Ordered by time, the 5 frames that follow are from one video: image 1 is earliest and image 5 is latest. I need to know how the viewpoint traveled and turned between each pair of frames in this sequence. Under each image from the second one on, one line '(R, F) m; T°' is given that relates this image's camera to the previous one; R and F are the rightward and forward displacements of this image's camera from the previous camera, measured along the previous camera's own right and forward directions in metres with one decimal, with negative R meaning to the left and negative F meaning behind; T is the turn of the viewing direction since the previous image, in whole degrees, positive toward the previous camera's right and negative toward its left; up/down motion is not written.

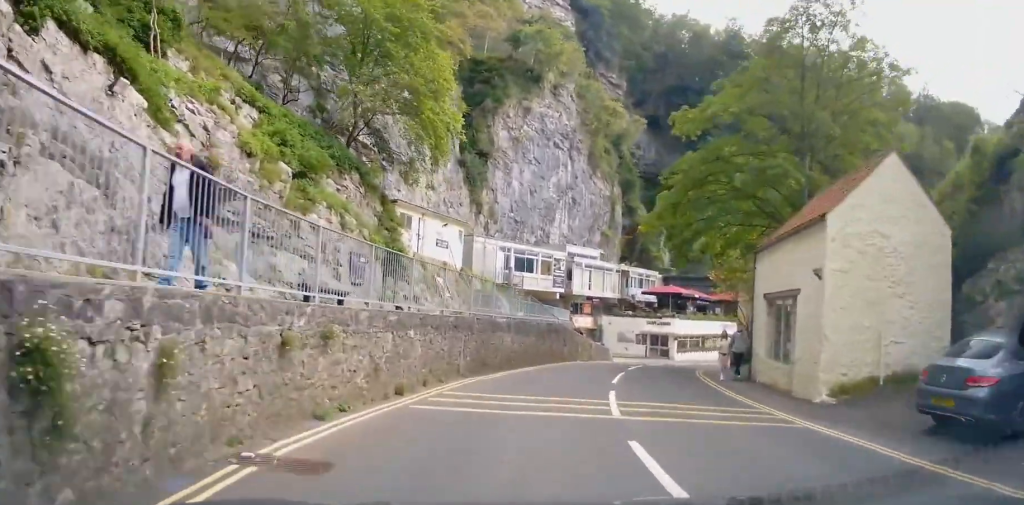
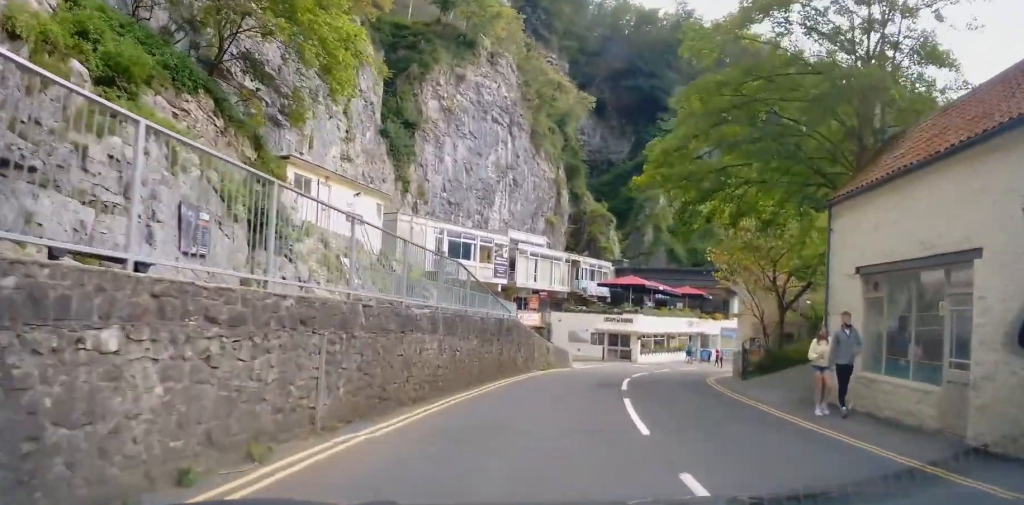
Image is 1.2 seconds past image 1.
(+0.2, +8.1) m; +5°
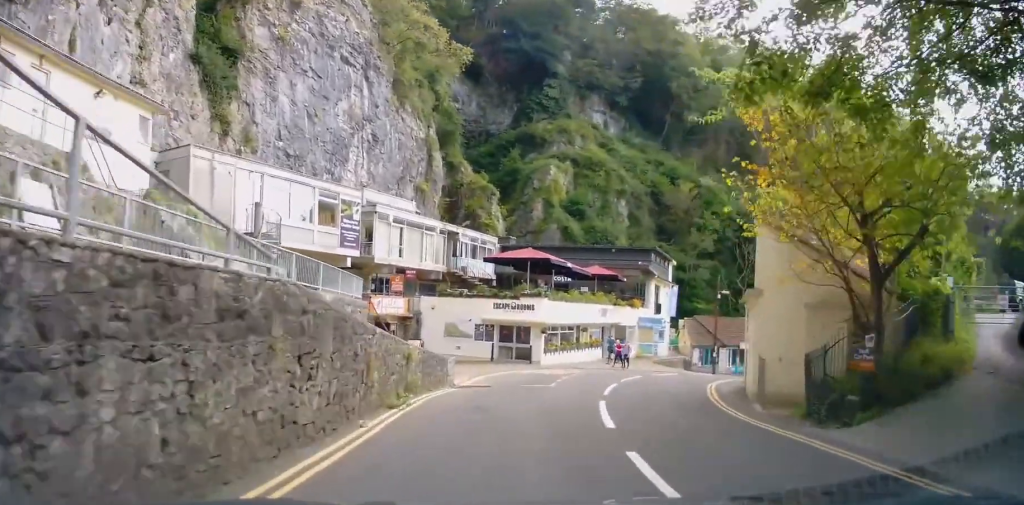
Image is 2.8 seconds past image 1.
(+1.0, +11.7) m; +10°
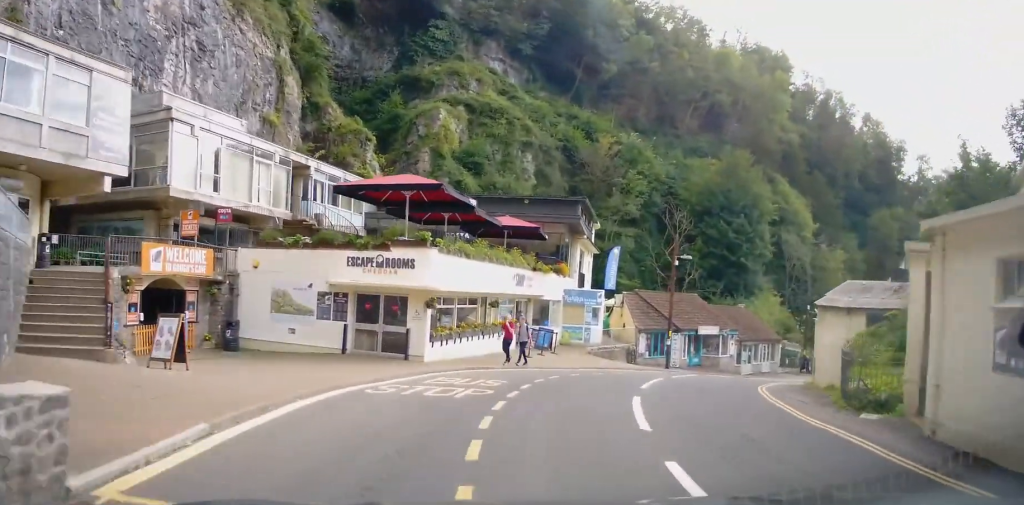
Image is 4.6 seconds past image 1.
(+0.5, +13.6) m; +9°
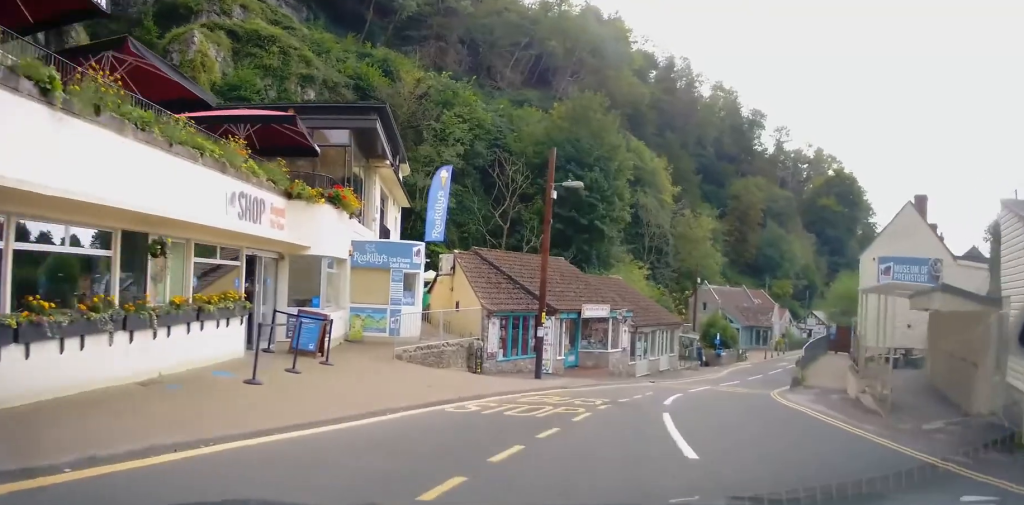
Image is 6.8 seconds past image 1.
(+2.7, +15.5) m; +17°
